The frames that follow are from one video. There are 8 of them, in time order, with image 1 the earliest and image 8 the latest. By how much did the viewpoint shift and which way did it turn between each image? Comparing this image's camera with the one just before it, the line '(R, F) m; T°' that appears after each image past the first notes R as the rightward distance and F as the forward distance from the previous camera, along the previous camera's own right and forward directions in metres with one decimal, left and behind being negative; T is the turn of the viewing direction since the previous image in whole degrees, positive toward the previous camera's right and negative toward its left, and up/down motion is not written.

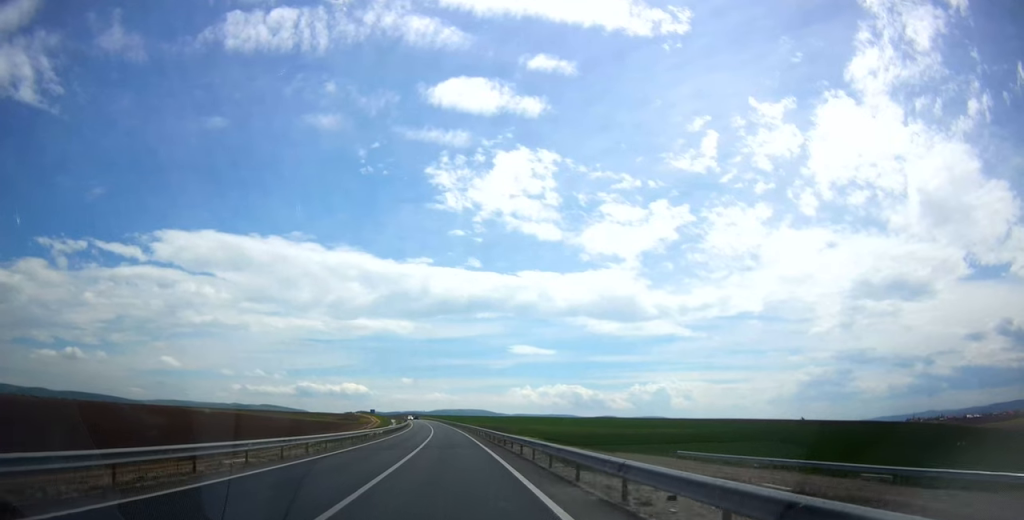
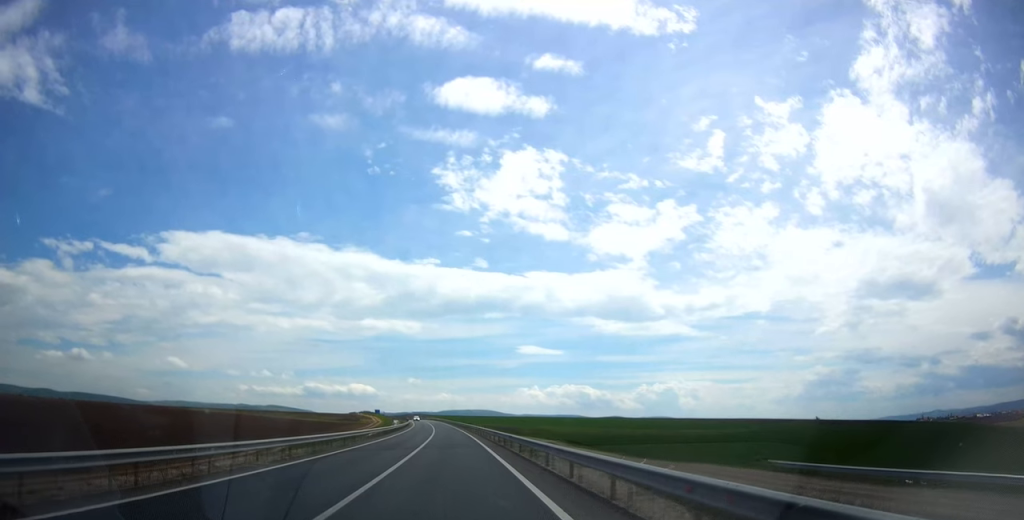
(+0.1, +15.6) m; -1°
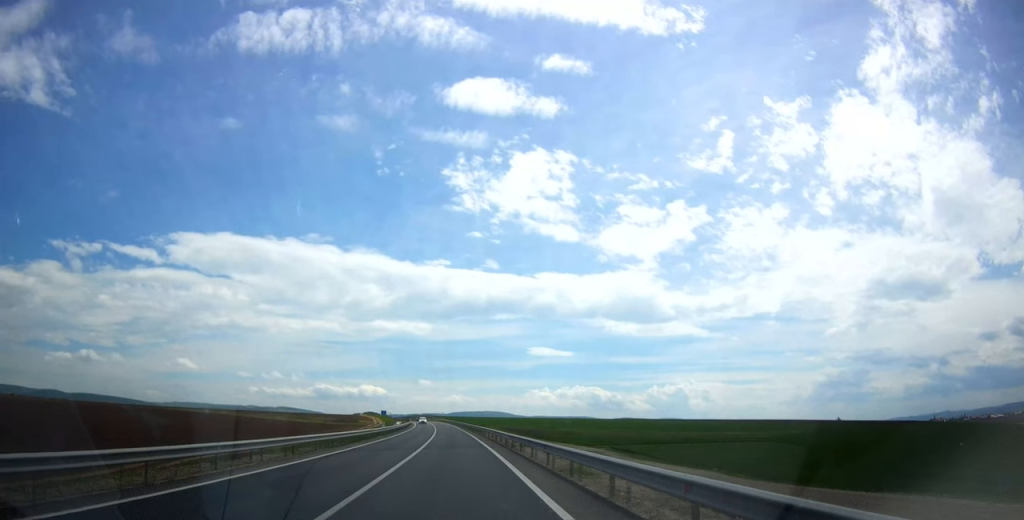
(-0.5, +24.0) m; -2°
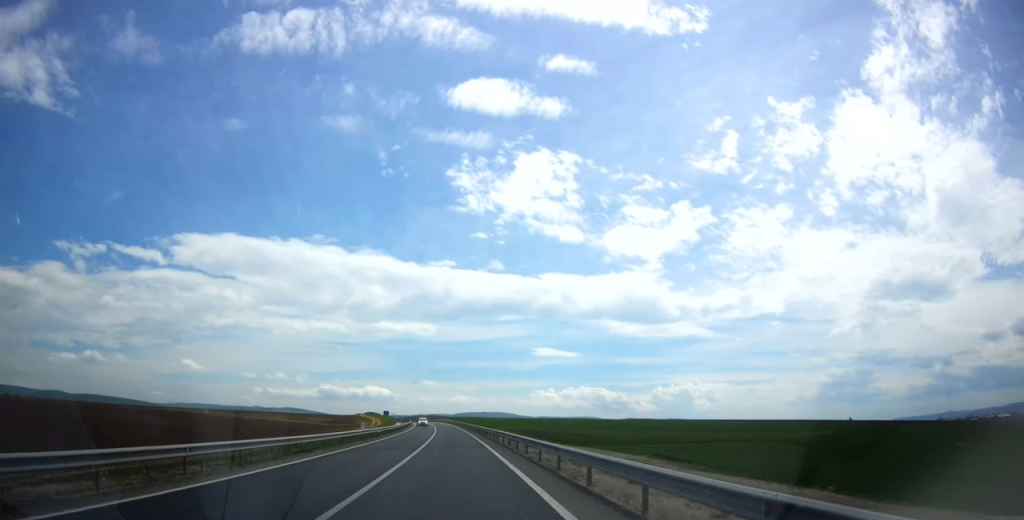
(-0.2, +13.5) m; -1°
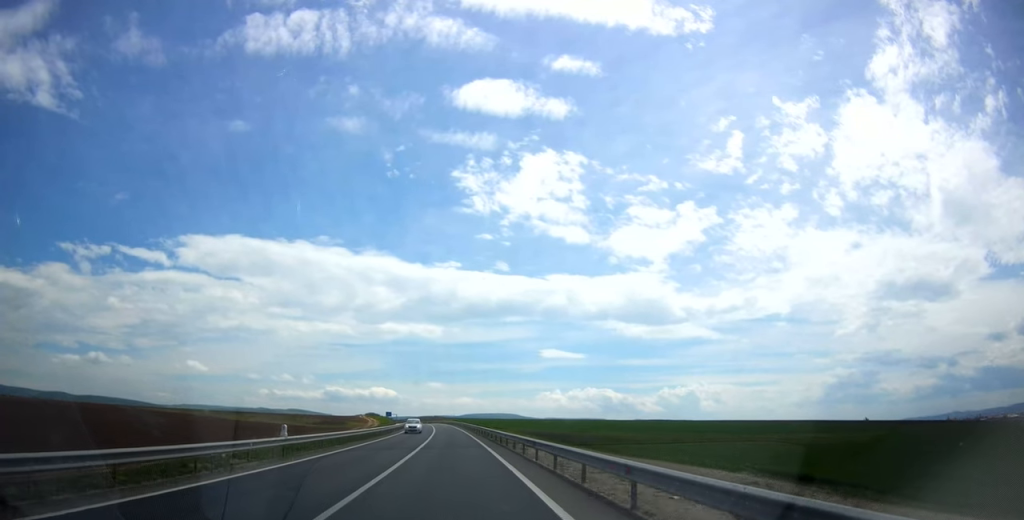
(-0.3, +19.7) m; 0°
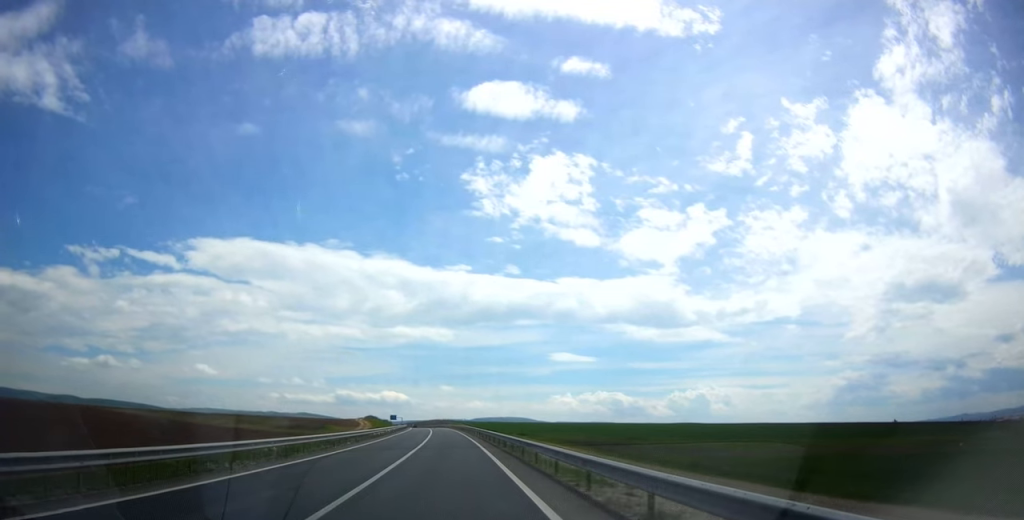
(+0.3, +33.2) m; 0°
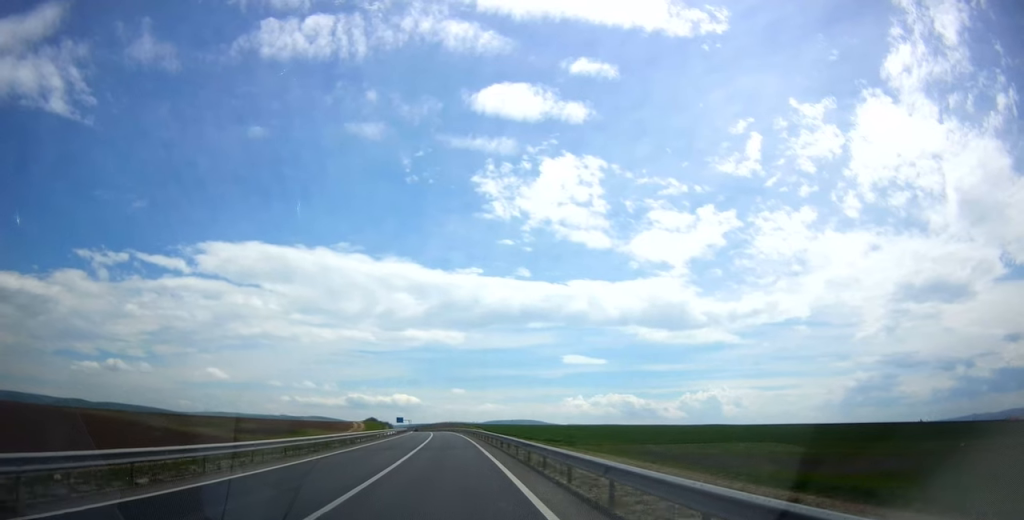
(-0.5, +26.0) m; -1°
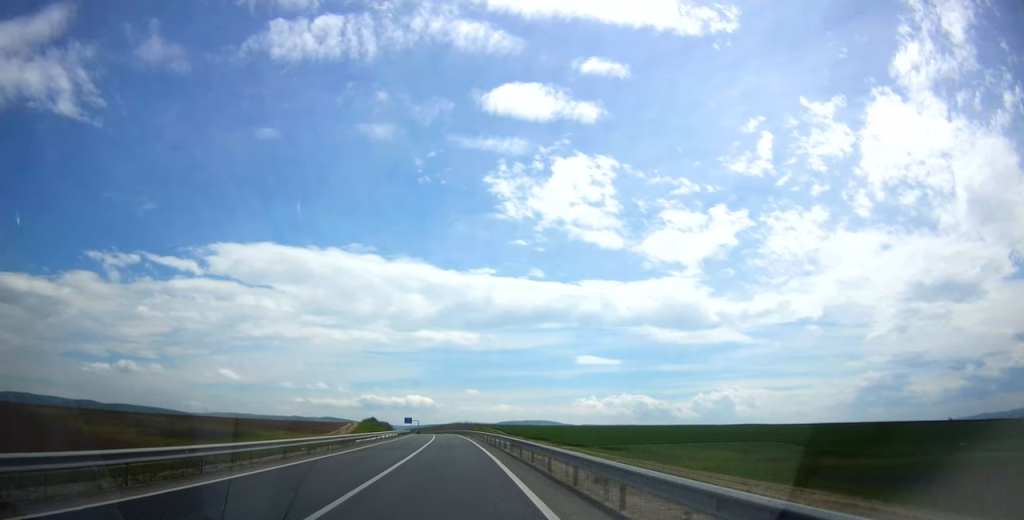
(-0.1, +28.1) m; -2°
